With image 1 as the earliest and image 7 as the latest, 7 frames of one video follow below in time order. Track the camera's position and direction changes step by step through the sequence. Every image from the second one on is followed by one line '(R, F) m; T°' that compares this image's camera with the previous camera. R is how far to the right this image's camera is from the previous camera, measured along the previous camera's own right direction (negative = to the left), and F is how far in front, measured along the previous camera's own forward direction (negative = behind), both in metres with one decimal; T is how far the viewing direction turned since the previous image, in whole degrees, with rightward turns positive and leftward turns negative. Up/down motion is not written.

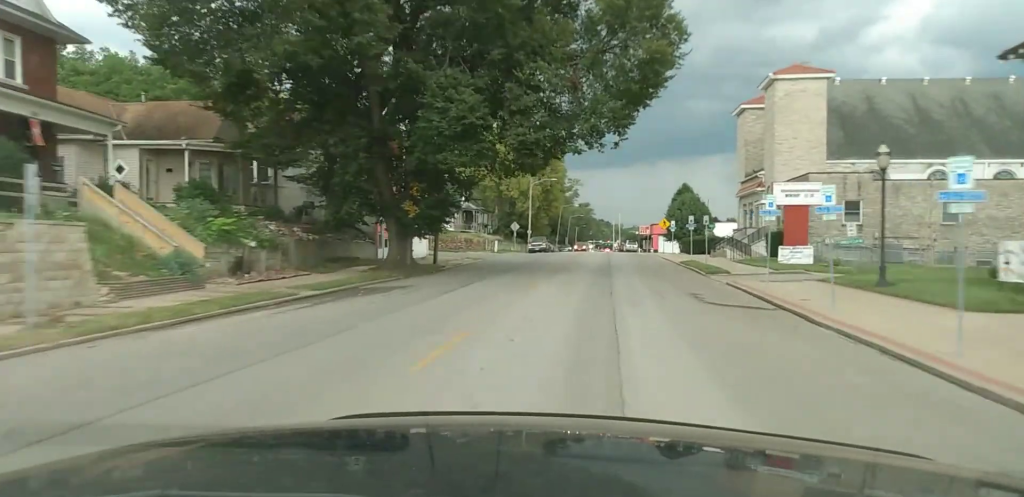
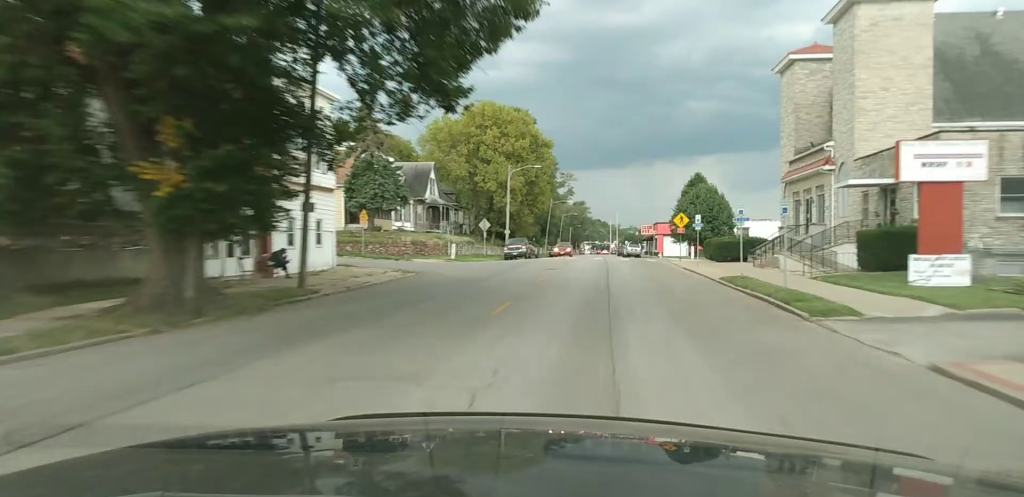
(+0.3, +18.4) m; +2°
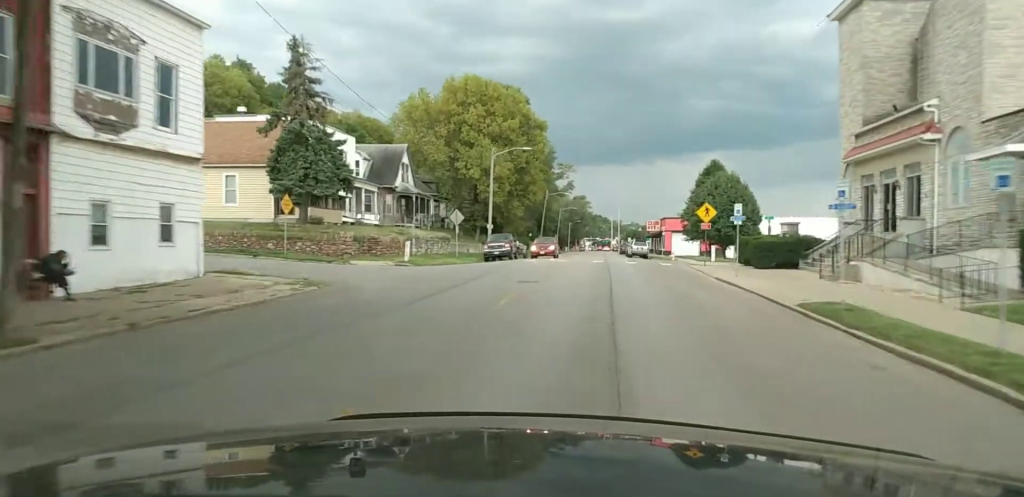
(0.0, +12.6) m; -3°
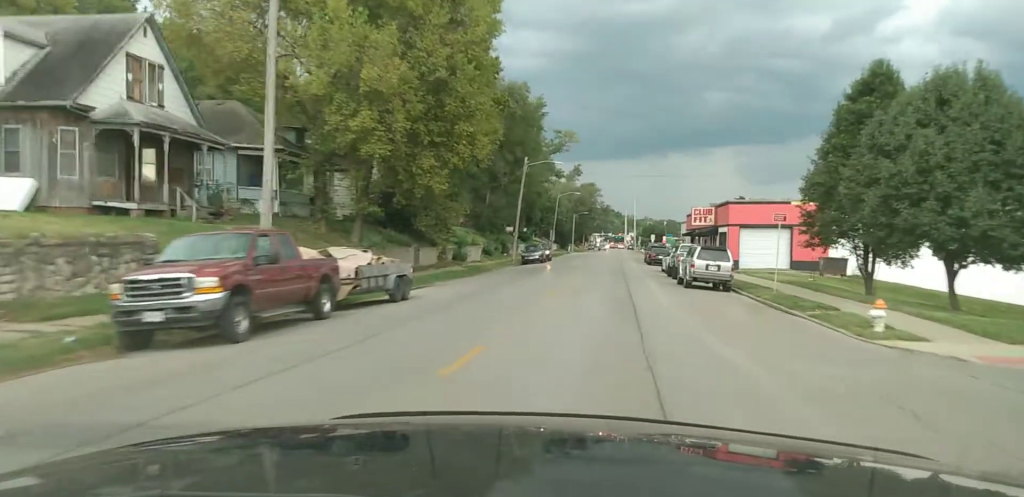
(-1.2, +44.5) m; -1°
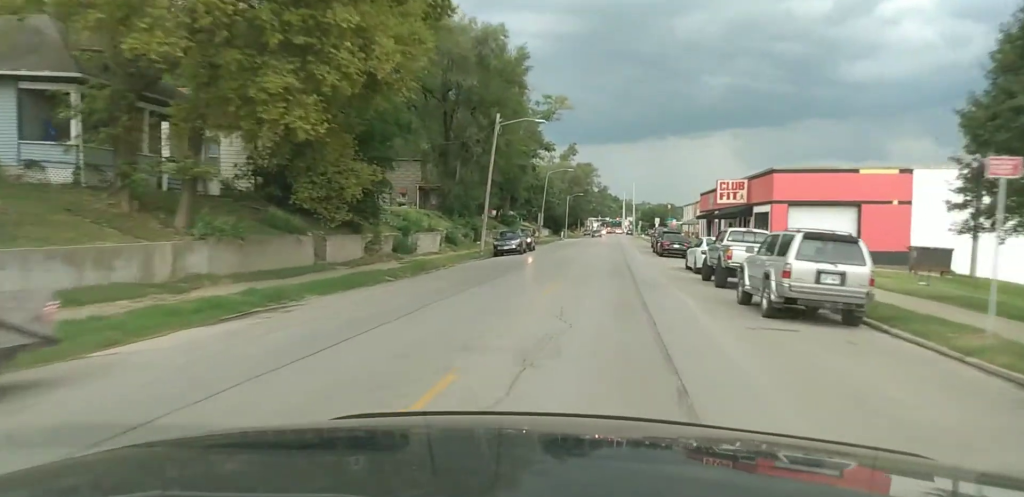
(-0.2, +15.6) m; -1°
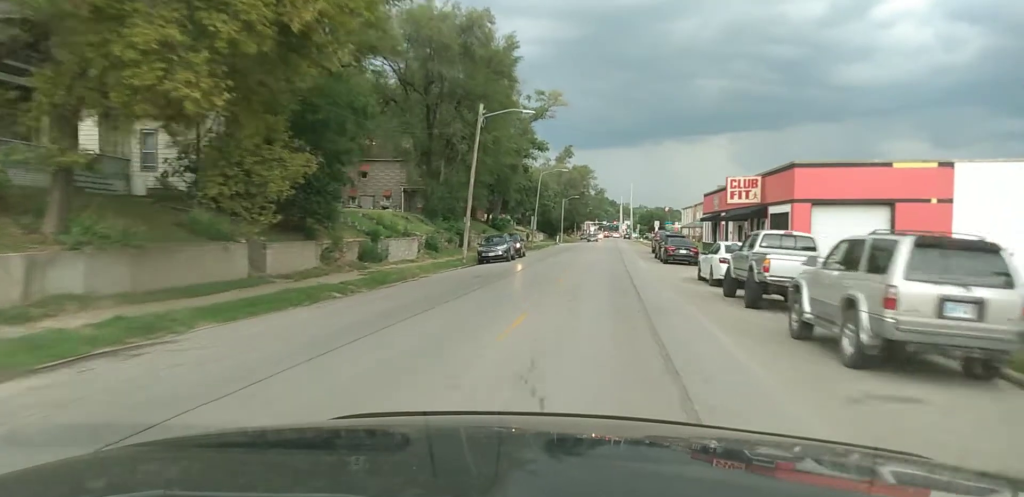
(-0.1, +6.9) m; +1°
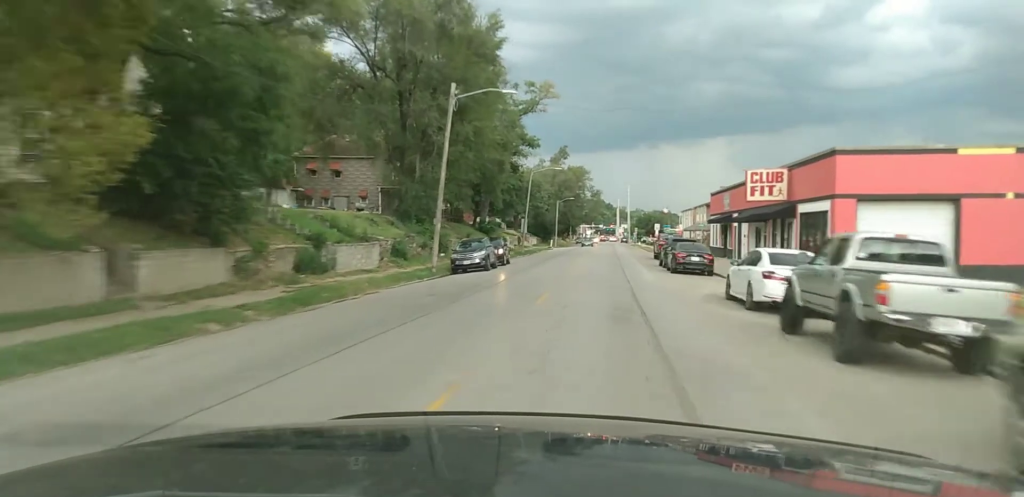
(-0.1, +6.0) m; +1°
